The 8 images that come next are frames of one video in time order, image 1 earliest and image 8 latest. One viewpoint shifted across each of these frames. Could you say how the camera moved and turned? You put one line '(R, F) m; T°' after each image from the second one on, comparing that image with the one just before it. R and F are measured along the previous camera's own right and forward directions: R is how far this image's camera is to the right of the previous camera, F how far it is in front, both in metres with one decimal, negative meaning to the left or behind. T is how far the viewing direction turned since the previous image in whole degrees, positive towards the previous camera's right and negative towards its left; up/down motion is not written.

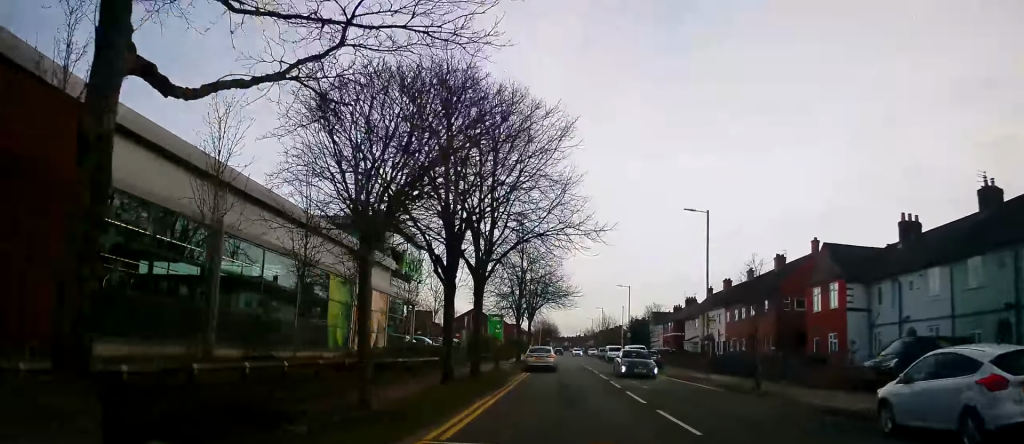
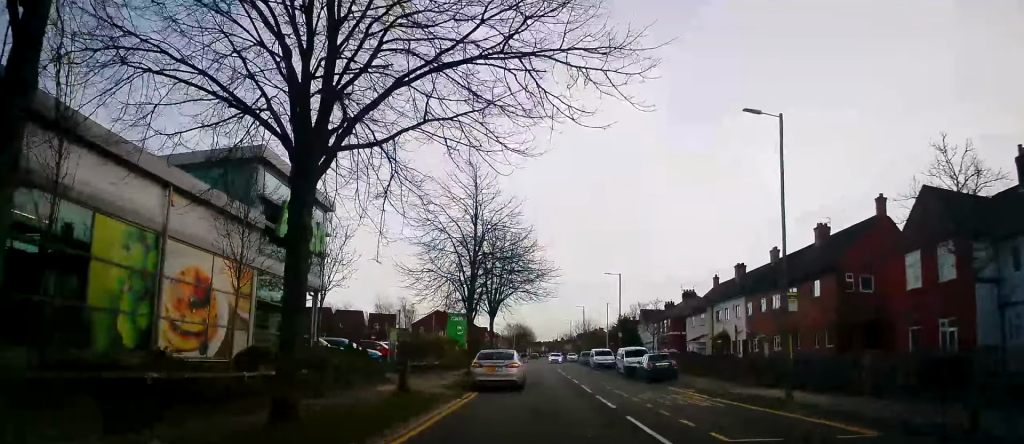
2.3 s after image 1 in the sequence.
(+0.2, +13.2) m; +1°
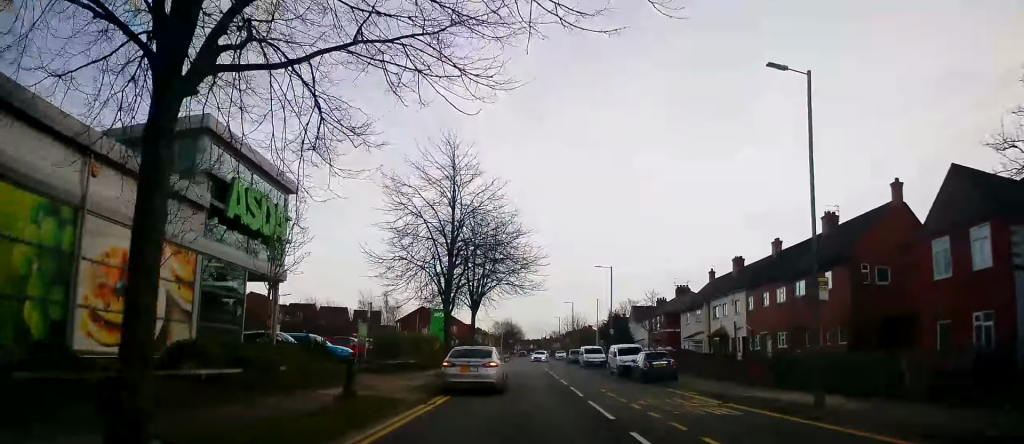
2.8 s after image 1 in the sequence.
(+0.1, +2.8) m; 0°
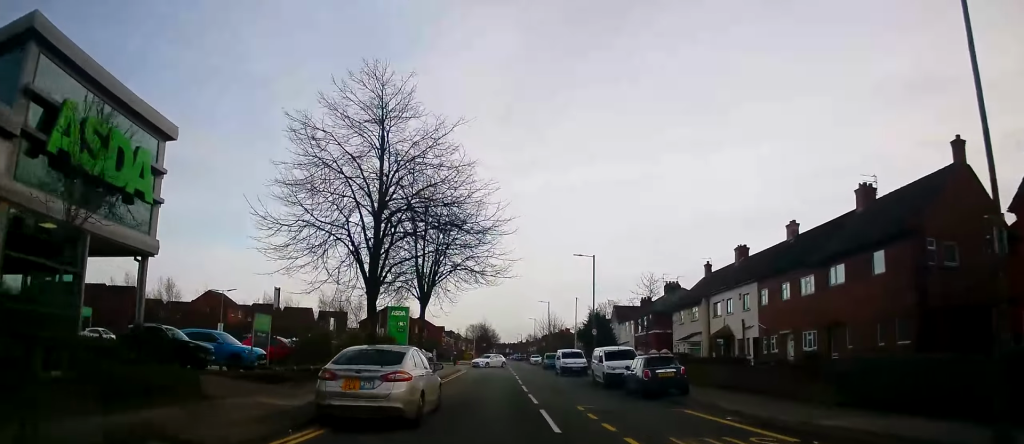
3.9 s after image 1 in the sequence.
(-0.2, +6.9) m; 0°
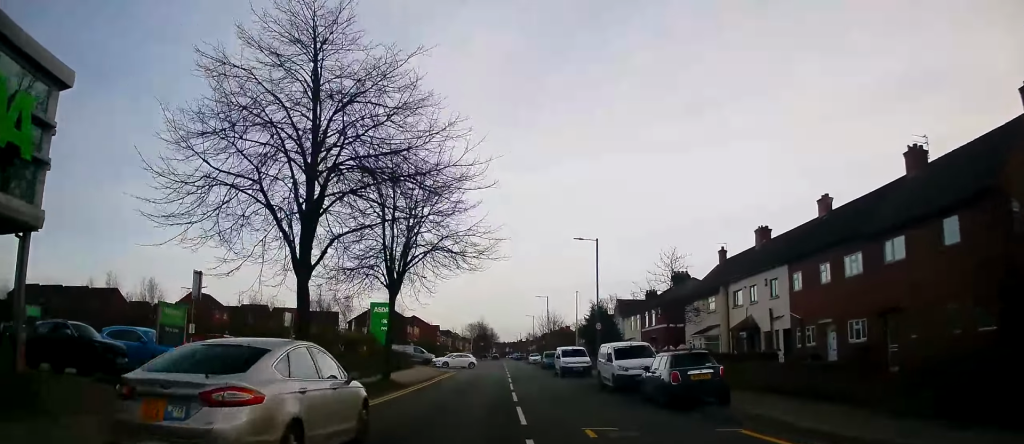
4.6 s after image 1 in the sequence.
(+0.1, +4.8) m; 0°
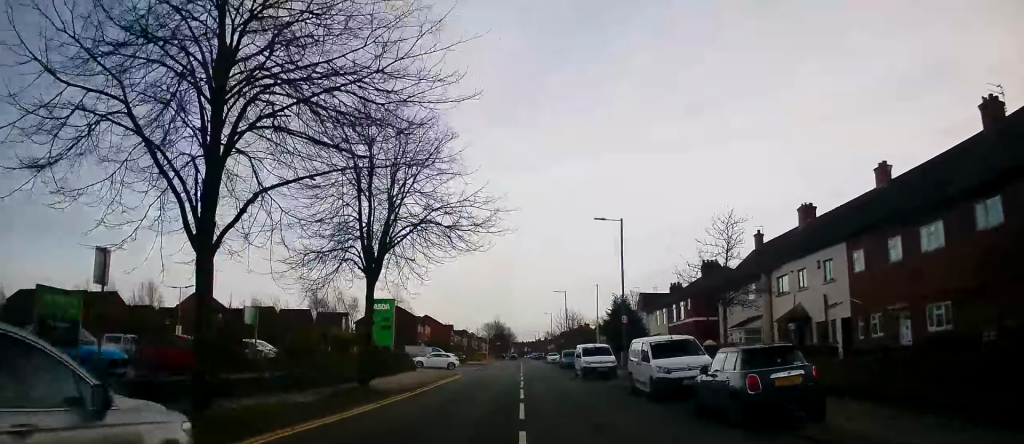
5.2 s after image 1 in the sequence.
(+0.1, +4.5) m; 0°
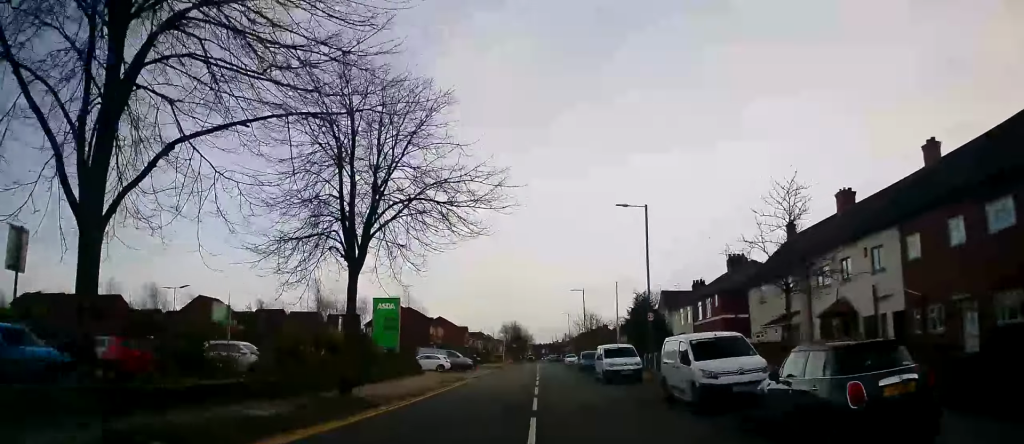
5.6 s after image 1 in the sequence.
(-0.1, +3.0) m; -1°
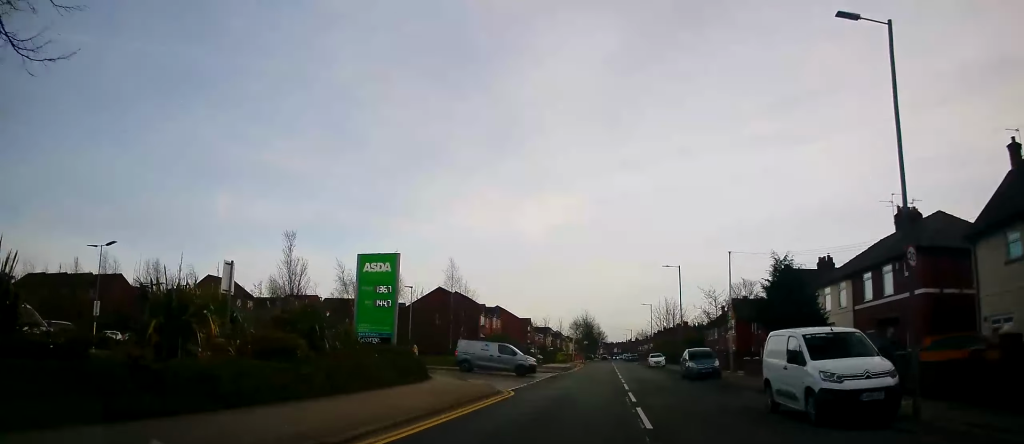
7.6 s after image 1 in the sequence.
(-1.0, +16.1) m; -8°
